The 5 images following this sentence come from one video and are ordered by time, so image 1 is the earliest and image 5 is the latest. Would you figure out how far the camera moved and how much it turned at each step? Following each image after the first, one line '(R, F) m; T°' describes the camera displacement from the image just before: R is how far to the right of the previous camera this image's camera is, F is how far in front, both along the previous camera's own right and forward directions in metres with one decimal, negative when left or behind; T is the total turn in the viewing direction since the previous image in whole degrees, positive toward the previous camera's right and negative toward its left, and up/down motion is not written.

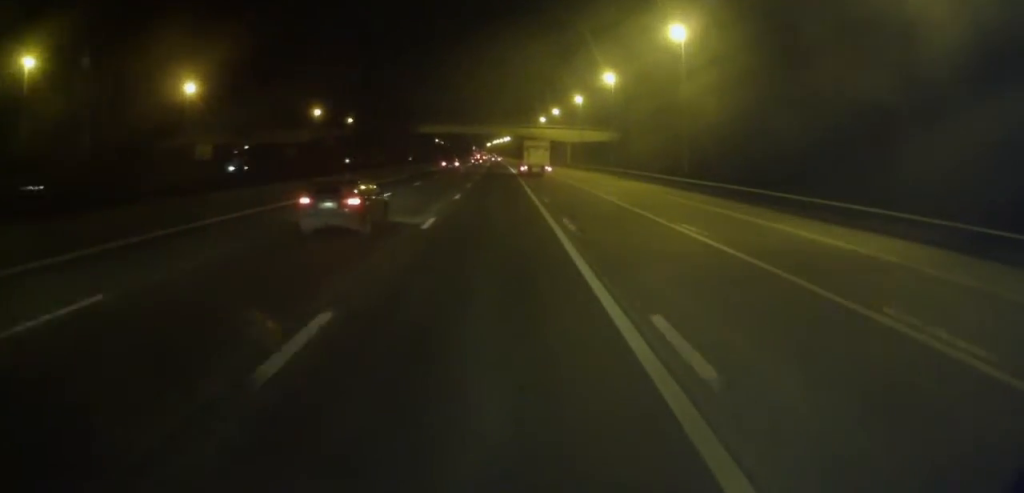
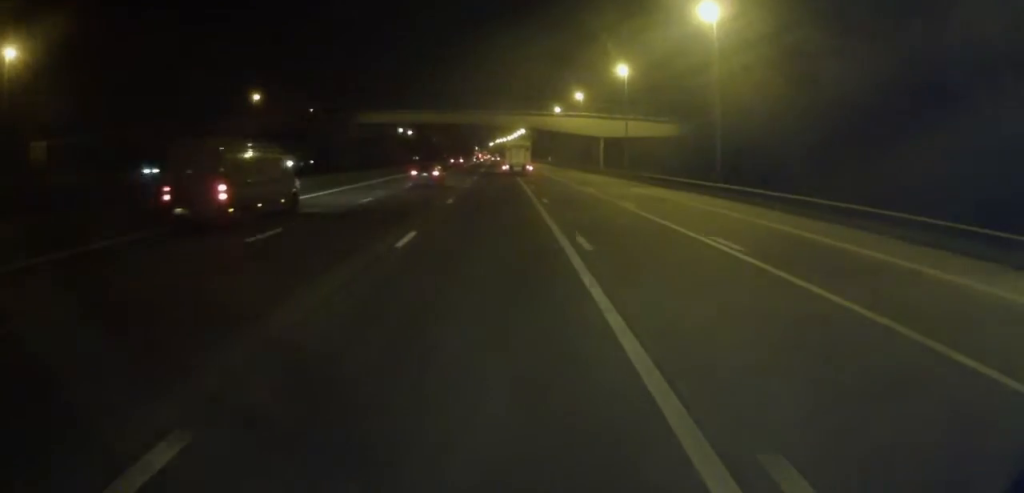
(0.0, +41.3) m; 0°
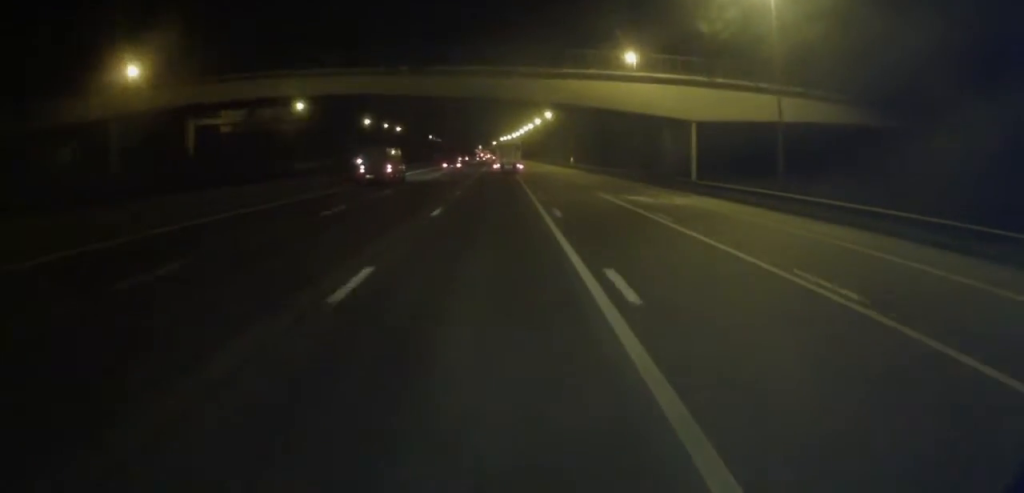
(0.0, +43.0) m; 0°
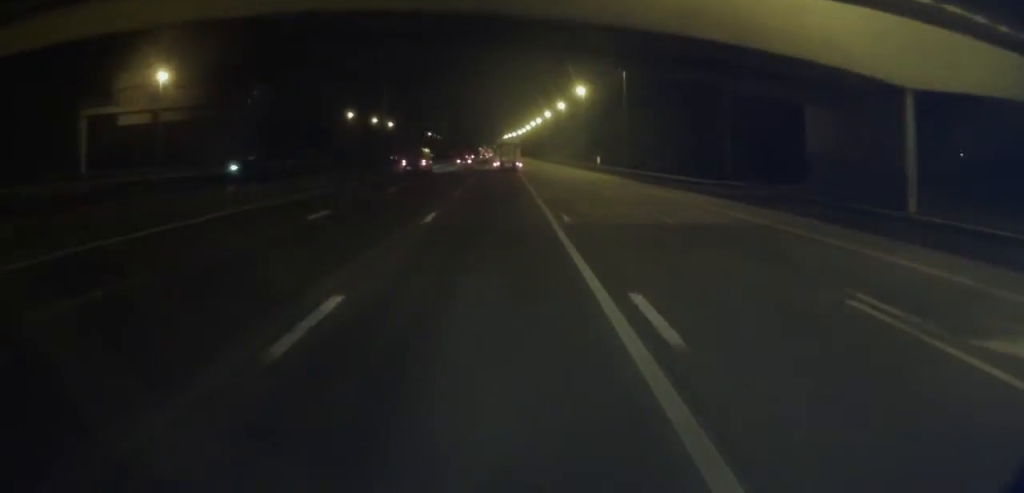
(0.0, +27.4) m; -1°
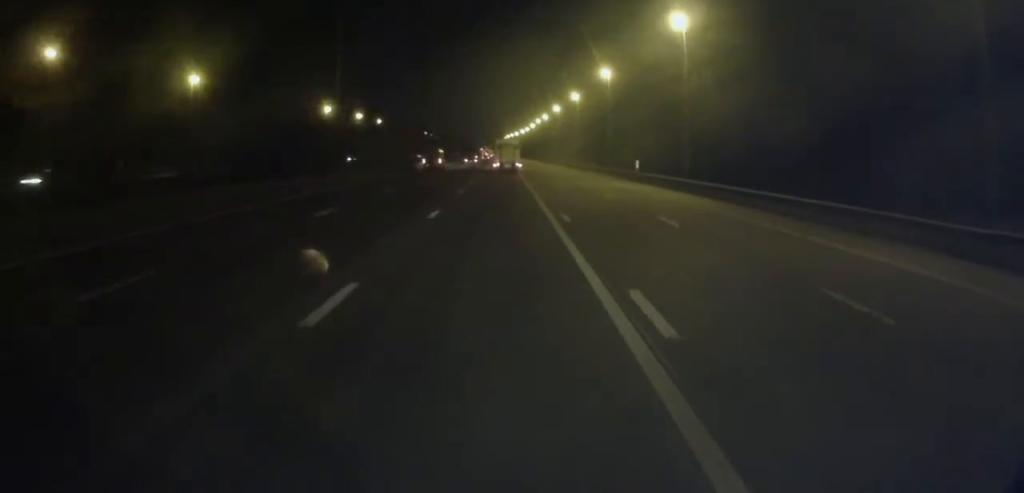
(-0.4, +24.5) m; 0°
